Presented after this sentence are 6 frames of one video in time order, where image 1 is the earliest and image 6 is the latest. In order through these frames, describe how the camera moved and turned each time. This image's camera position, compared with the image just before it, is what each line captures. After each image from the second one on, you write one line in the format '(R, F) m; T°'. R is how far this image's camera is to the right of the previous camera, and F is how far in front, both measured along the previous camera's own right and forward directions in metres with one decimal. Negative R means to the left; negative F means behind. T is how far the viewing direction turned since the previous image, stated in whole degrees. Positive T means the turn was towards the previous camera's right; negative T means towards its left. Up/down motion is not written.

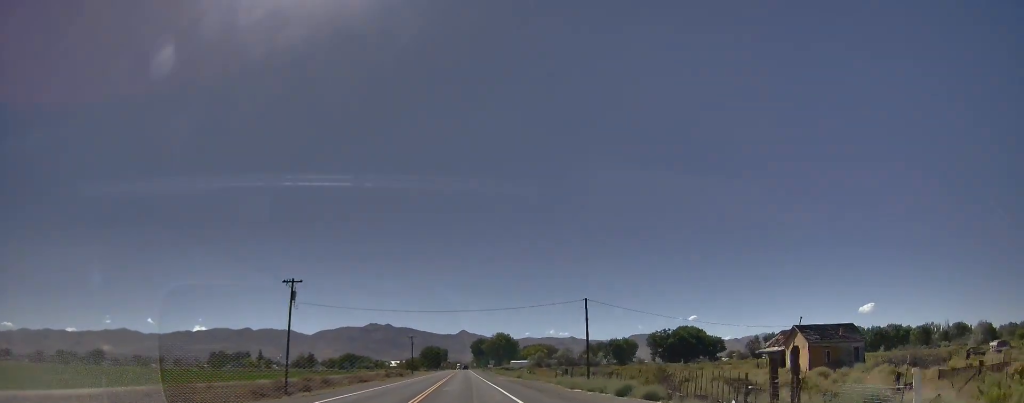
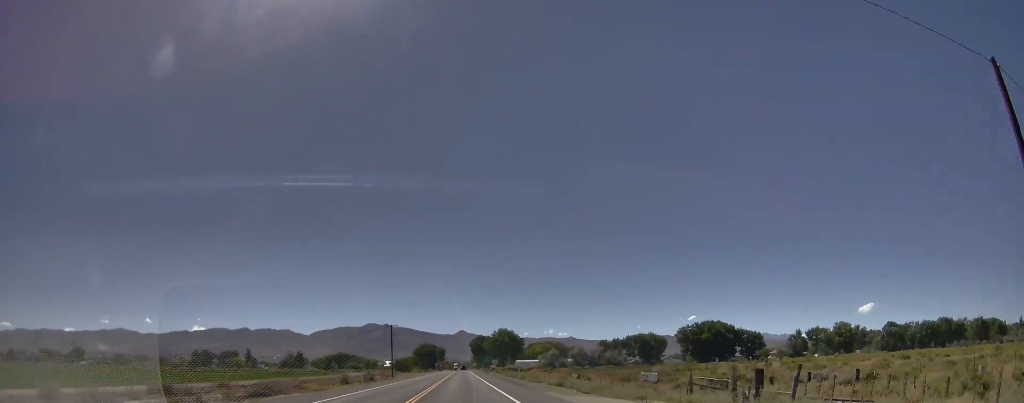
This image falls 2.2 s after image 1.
(0.0, +44.6) m; 0°
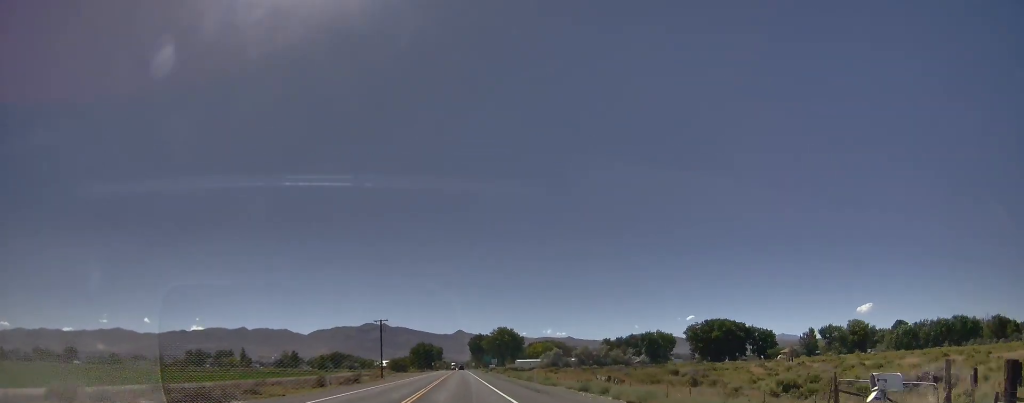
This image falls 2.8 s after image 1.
(0.0, +12.8) m; 0°
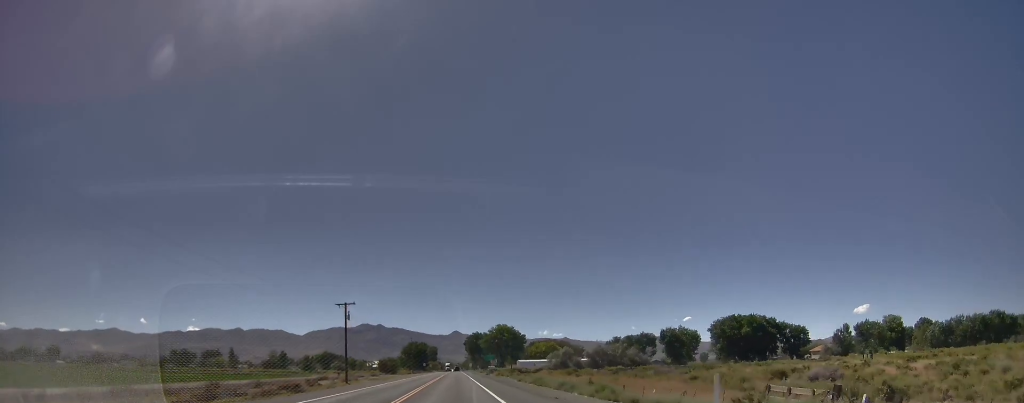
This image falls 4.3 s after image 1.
(+0.3, +29.7) m; +3°
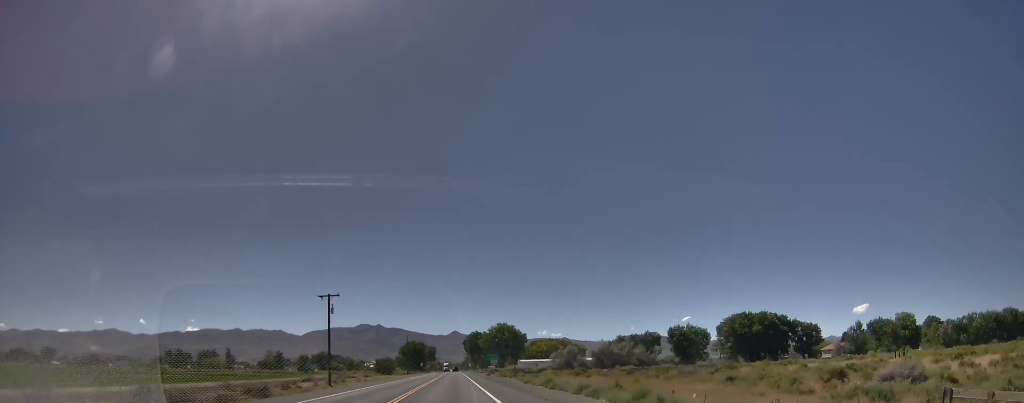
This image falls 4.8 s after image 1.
(+0.5, +9.5) m; 0°
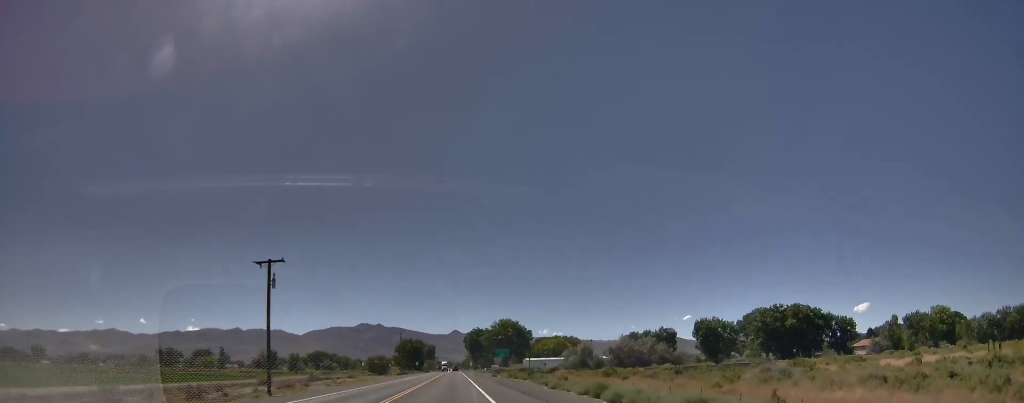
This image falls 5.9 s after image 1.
(-0.3, +22.2) m; -4°
